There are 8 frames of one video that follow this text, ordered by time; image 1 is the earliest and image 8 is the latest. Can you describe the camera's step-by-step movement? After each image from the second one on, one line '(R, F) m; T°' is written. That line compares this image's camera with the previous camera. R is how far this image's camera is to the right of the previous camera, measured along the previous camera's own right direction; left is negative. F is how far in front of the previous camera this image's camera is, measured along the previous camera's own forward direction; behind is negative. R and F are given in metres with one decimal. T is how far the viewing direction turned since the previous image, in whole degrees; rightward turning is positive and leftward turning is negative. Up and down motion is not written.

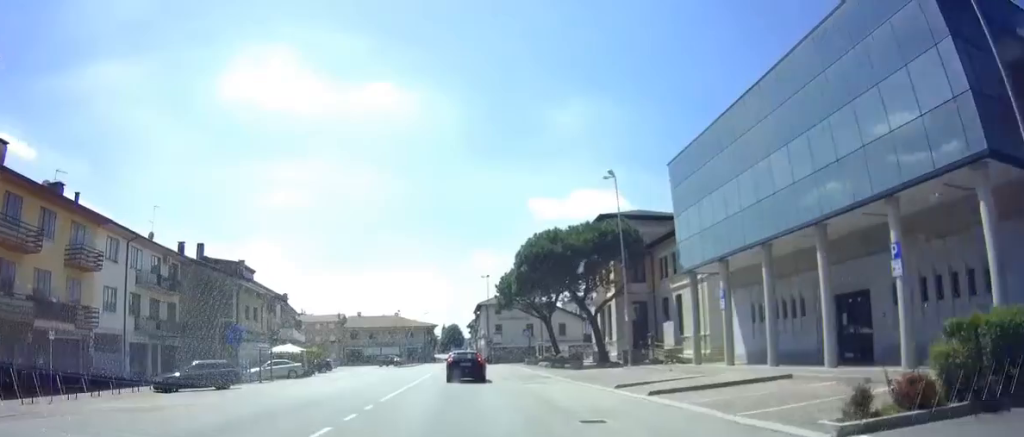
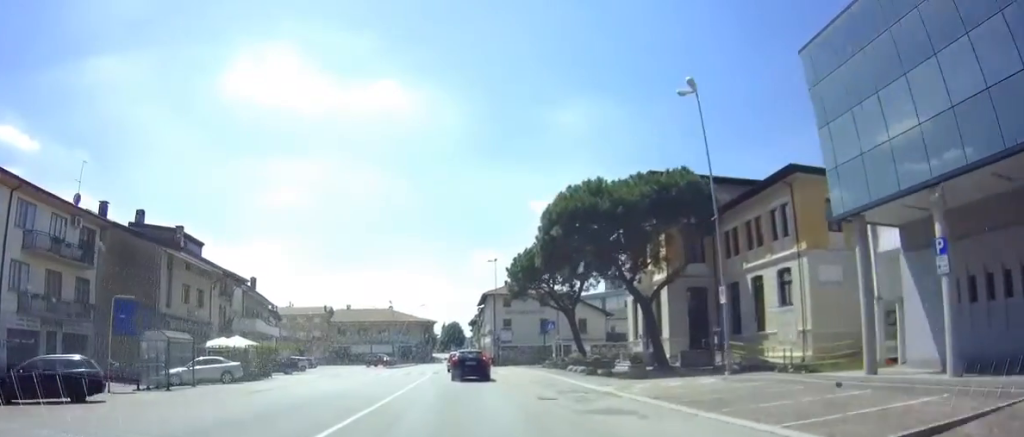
(+0.3, +11.6) m; 0°
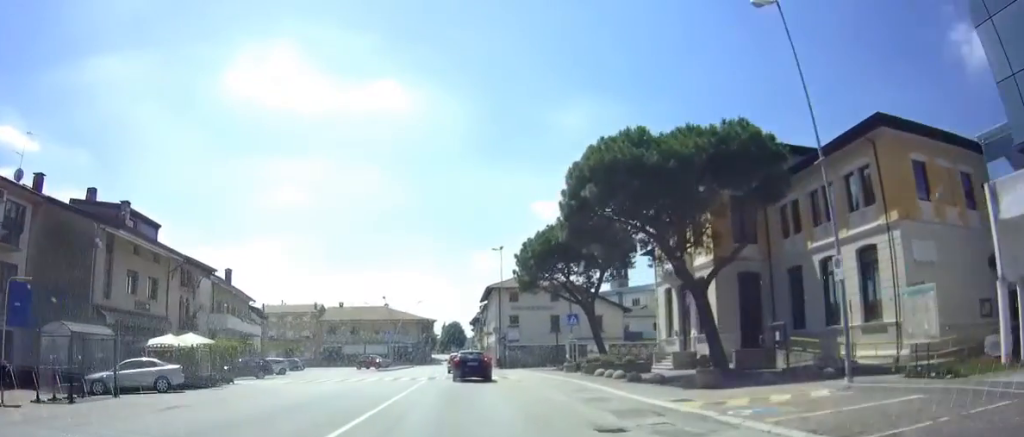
(-0.1, +7.2) m; -1°
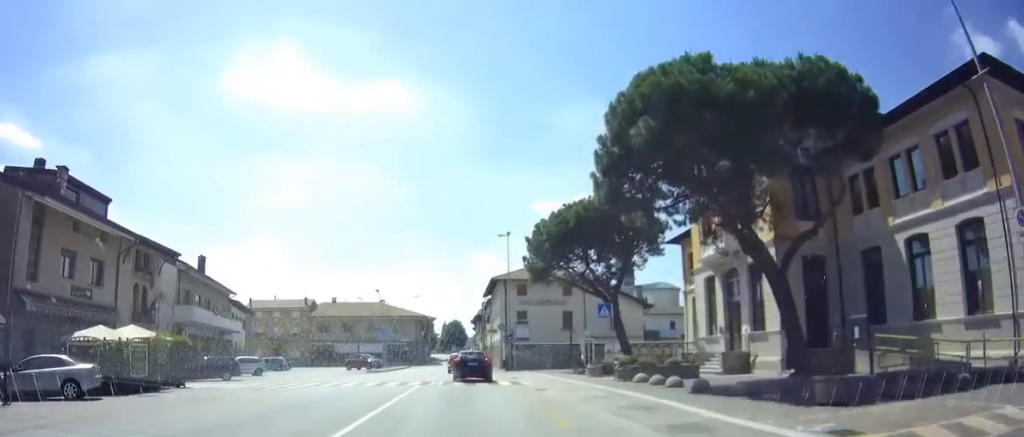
(-0.1, +5.5) m; -1°
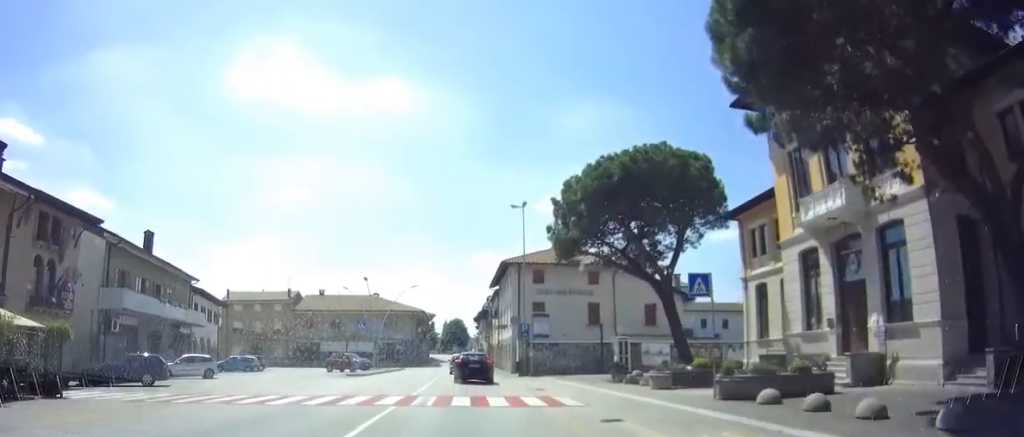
(-0.1, +9.0) m; 0°
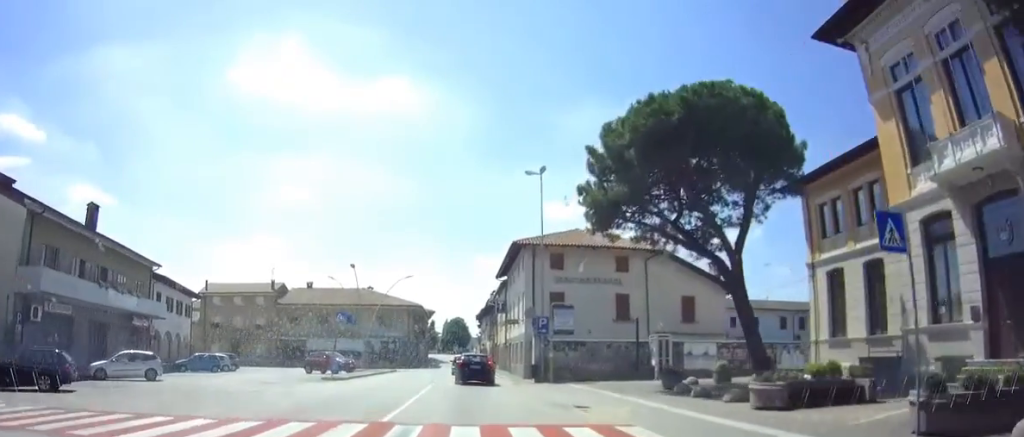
(0.0, +7.4) m; 0°
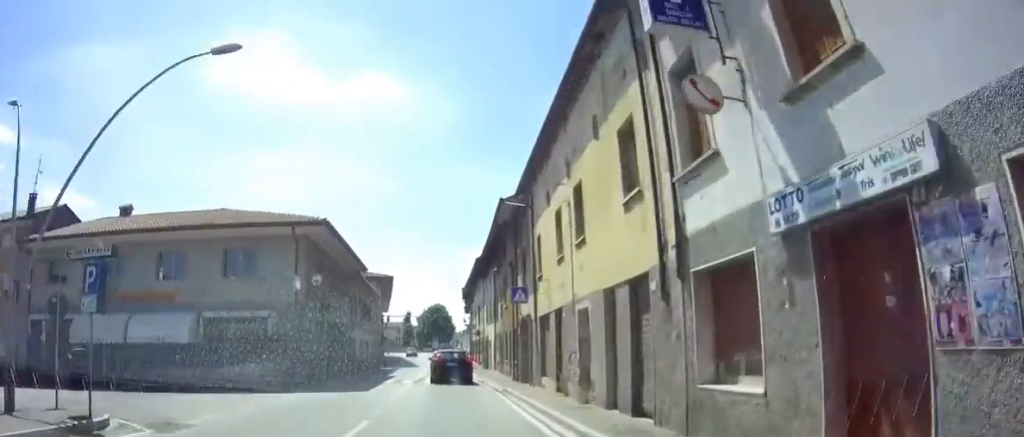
(+1.0, +37.9) m; +2°
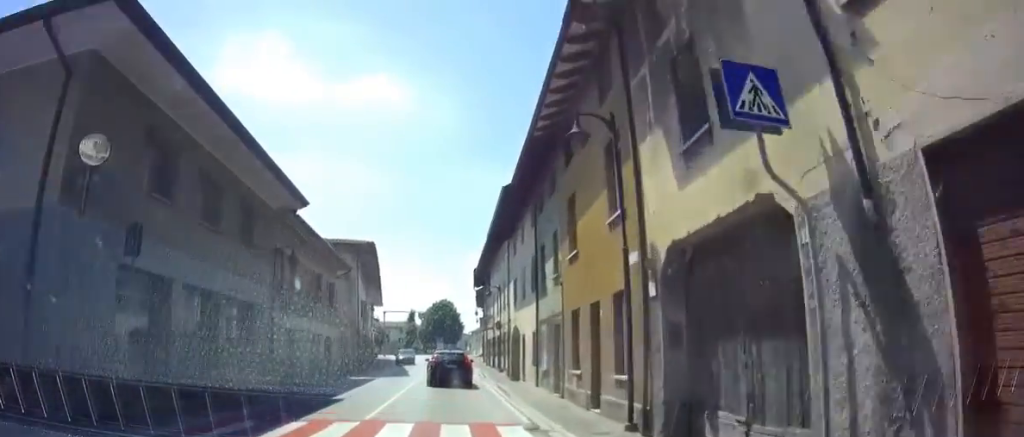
(+0.3, +16.9) m; 0°
